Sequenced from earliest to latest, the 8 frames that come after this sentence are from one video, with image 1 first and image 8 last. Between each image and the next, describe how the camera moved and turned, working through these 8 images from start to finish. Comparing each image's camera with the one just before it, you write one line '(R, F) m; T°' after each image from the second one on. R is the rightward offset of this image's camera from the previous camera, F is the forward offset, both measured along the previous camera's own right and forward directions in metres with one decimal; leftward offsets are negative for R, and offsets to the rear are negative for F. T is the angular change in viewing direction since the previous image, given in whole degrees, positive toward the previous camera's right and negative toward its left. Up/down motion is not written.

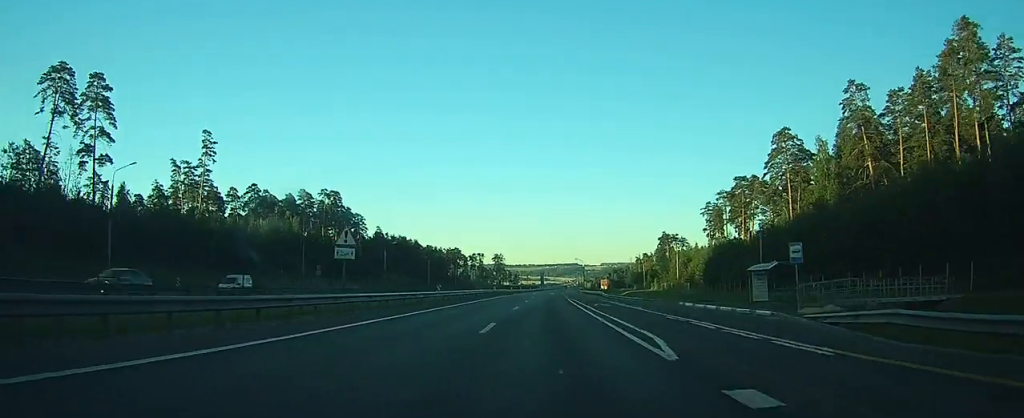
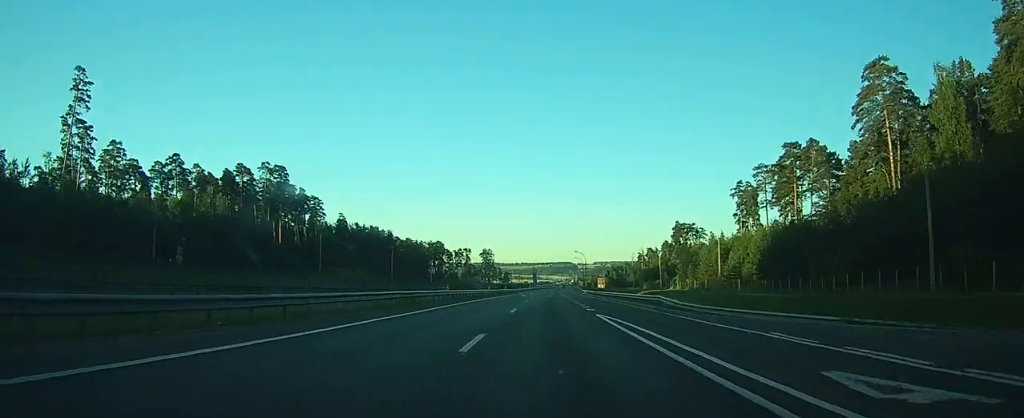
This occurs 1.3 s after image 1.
(+0.1, +36.0) m; 0°
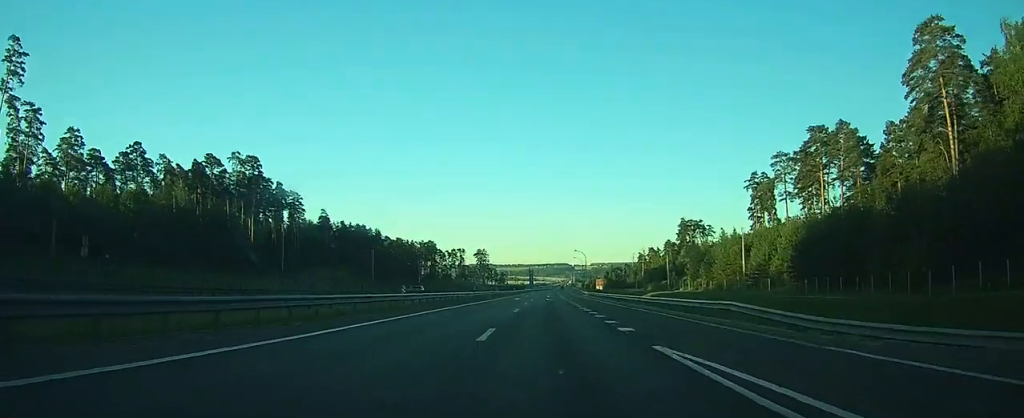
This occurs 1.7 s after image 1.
(0.0, +13.3) m; 0°
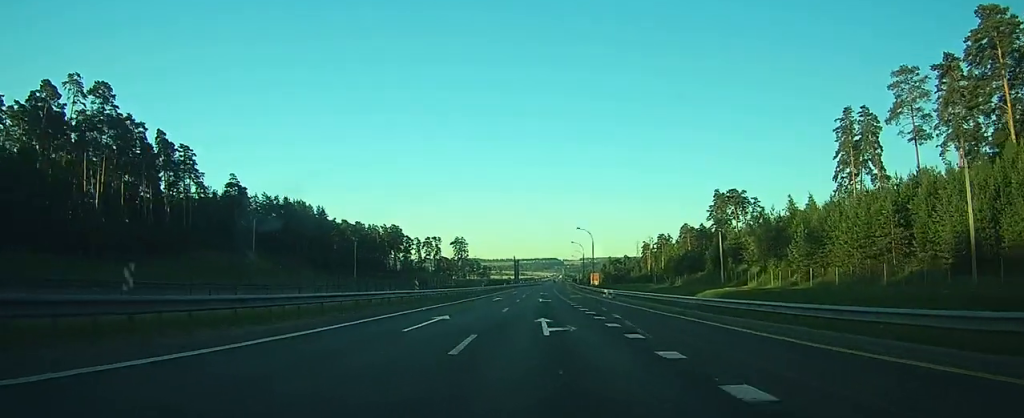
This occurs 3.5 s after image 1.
(+0.7, +50.0) m; +1°
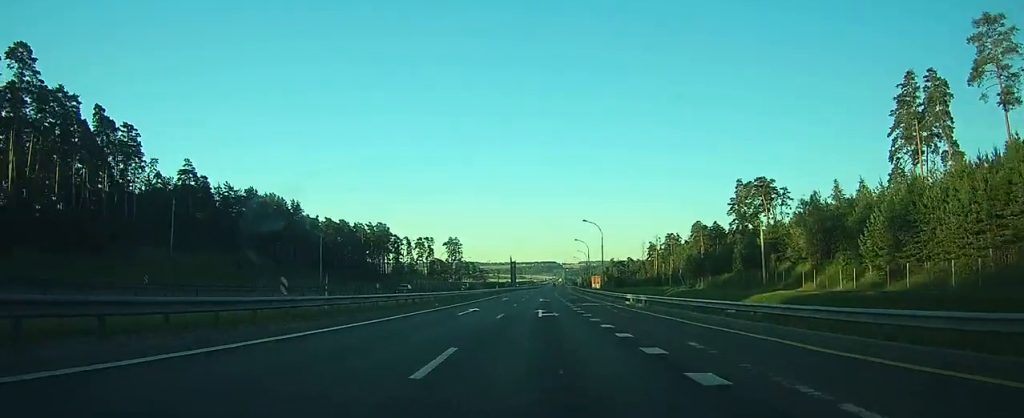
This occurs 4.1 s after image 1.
(+0.1, +18.5) m; 0°
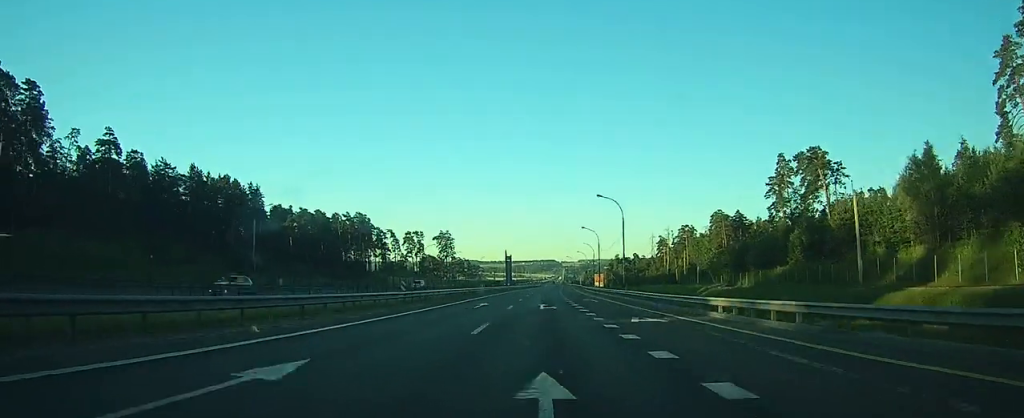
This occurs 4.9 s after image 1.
(+0.1, +24.5) m; 0°
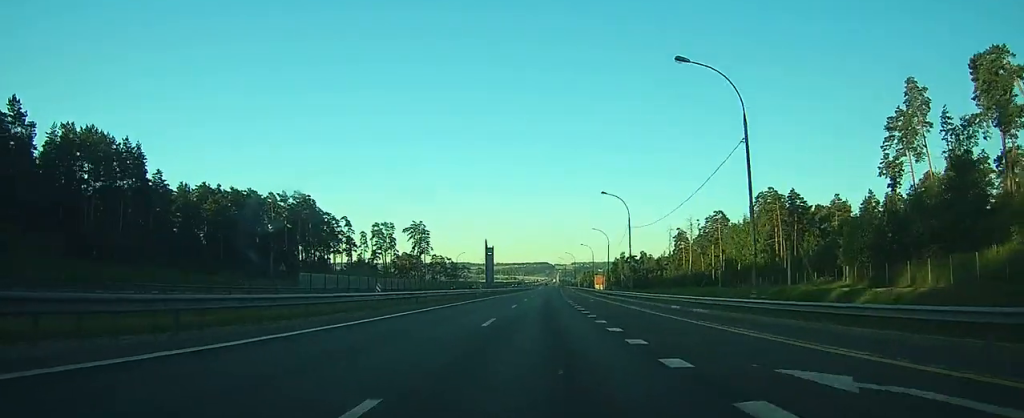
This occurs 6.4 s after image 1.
(0.0, +44.5) m; 0°
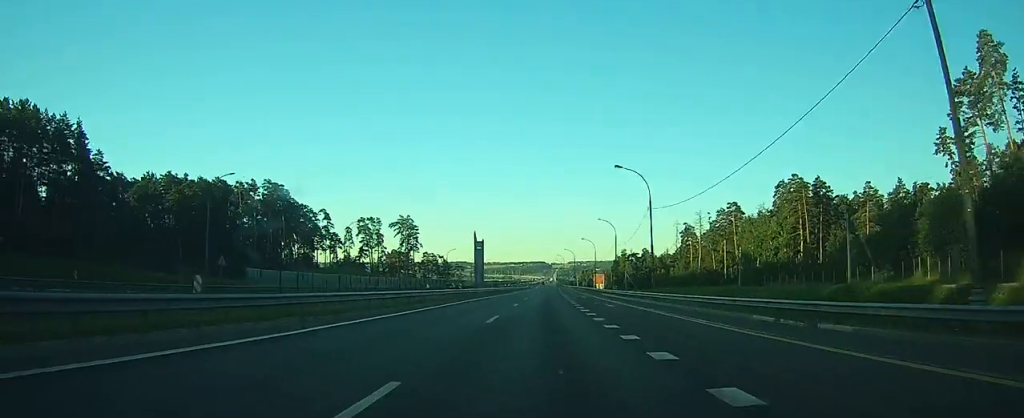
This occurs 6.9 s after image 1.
(0.0, +14.9) m; 0°
